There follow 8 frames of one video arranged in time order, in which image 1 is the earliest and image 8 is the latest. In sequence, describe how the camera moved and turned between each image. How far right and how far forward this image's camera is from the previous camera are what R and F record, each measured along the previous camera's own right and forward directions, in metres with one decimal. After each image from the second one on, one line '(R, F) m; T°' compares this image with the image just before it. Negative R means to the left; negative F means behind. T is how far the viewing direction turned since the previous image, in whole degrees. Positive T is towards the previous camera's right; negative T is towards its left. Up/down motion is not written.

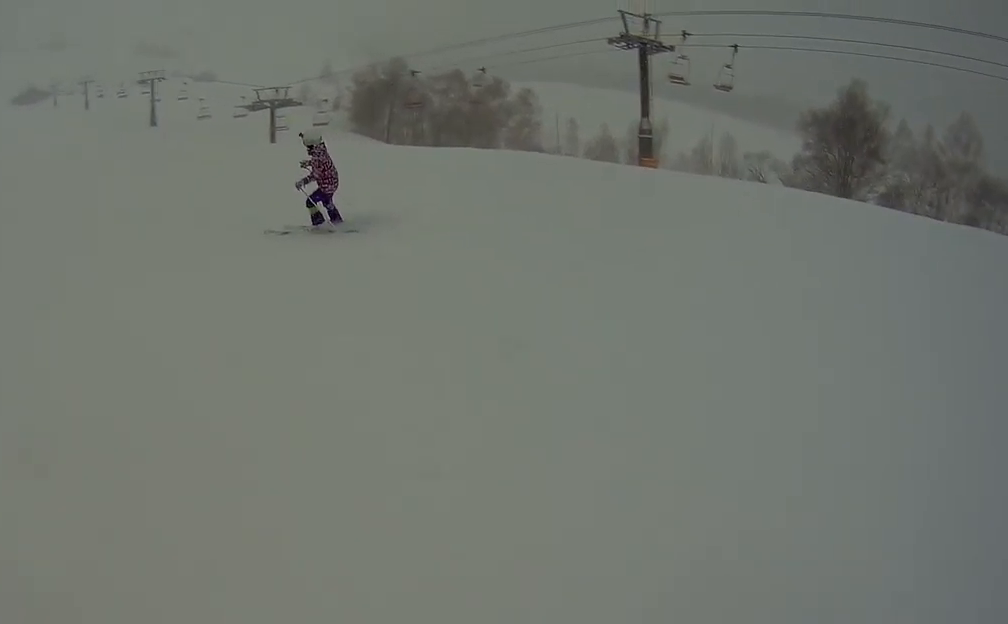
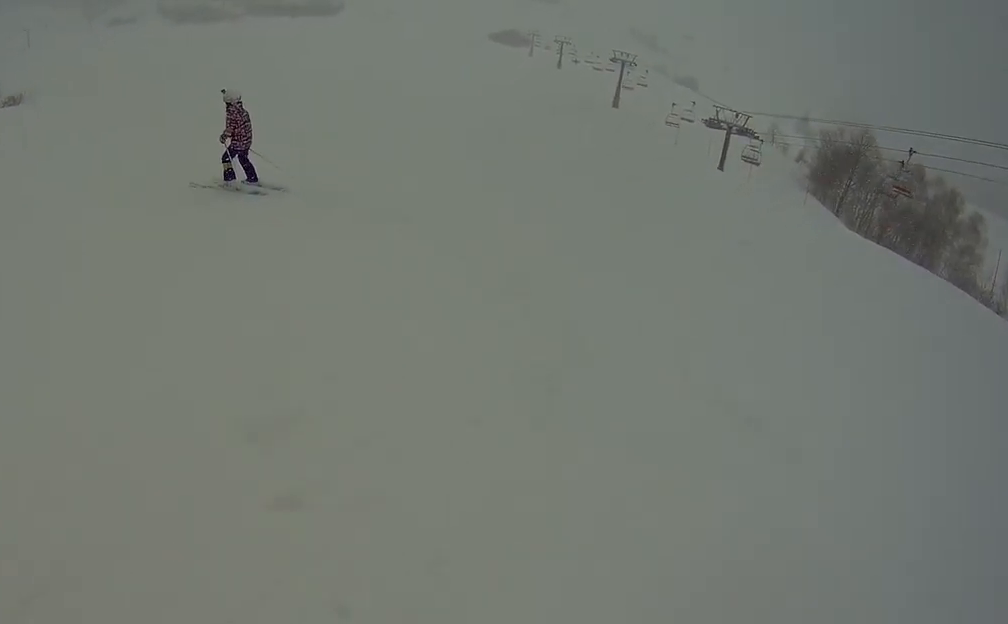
(-0.2, +7.8) m; -25°
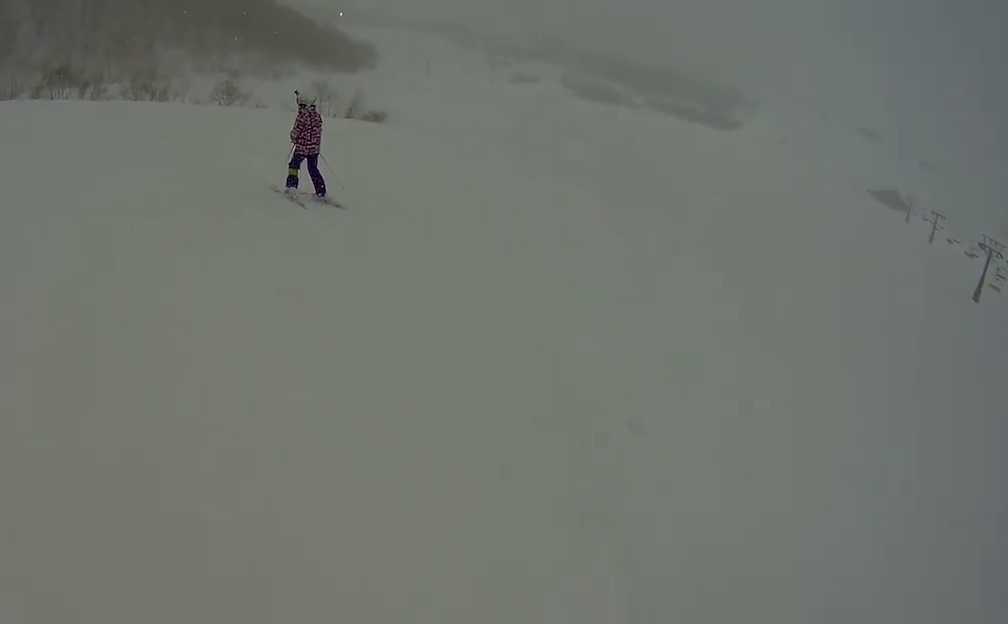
(-2.0, +4.6) m; -40°
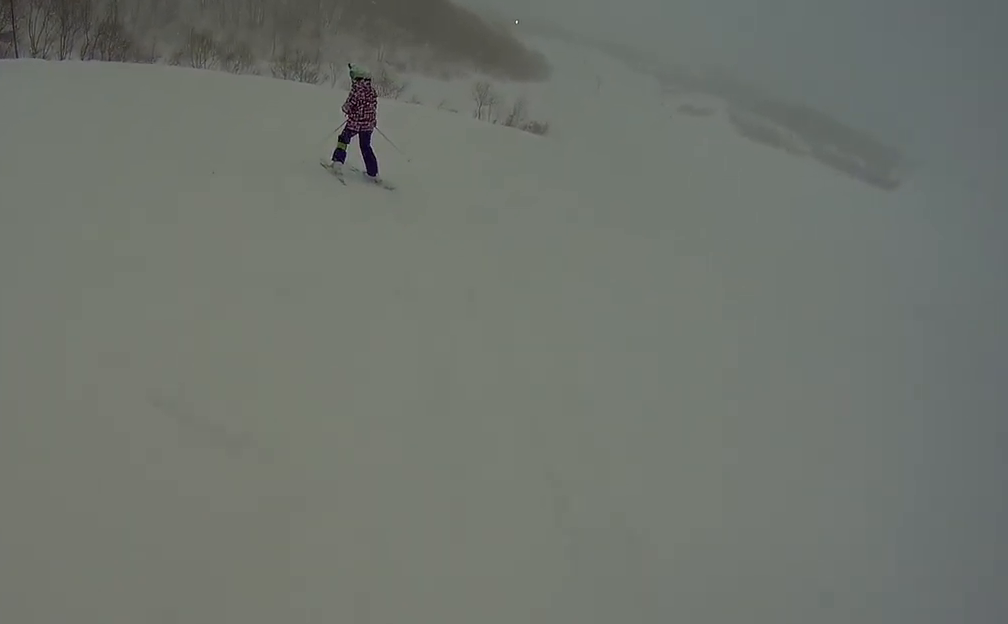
(-0.8, +3.3) m; -17°
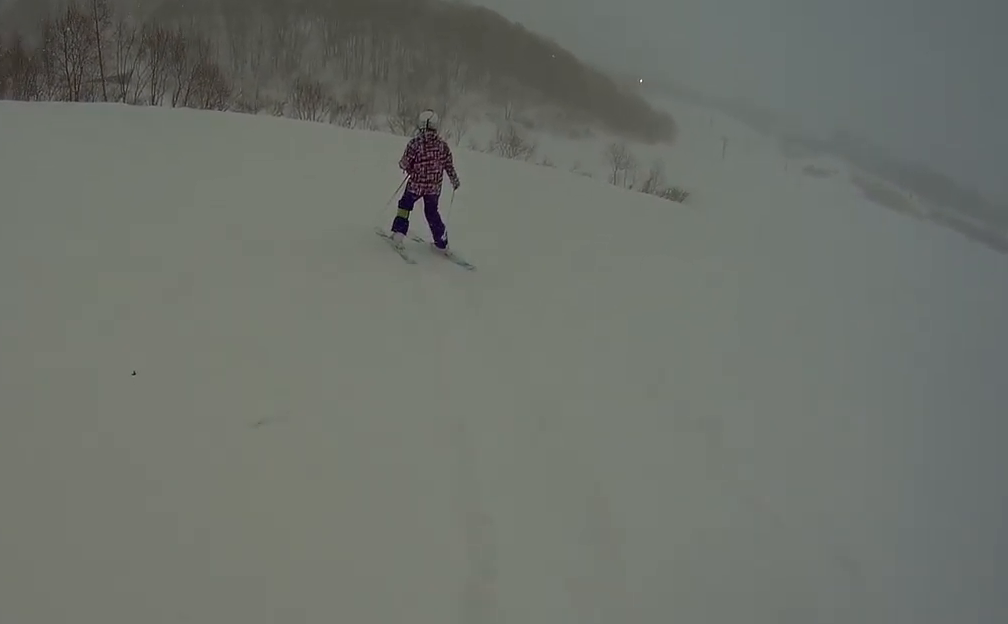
(-0.5, +5.5) m; -25°
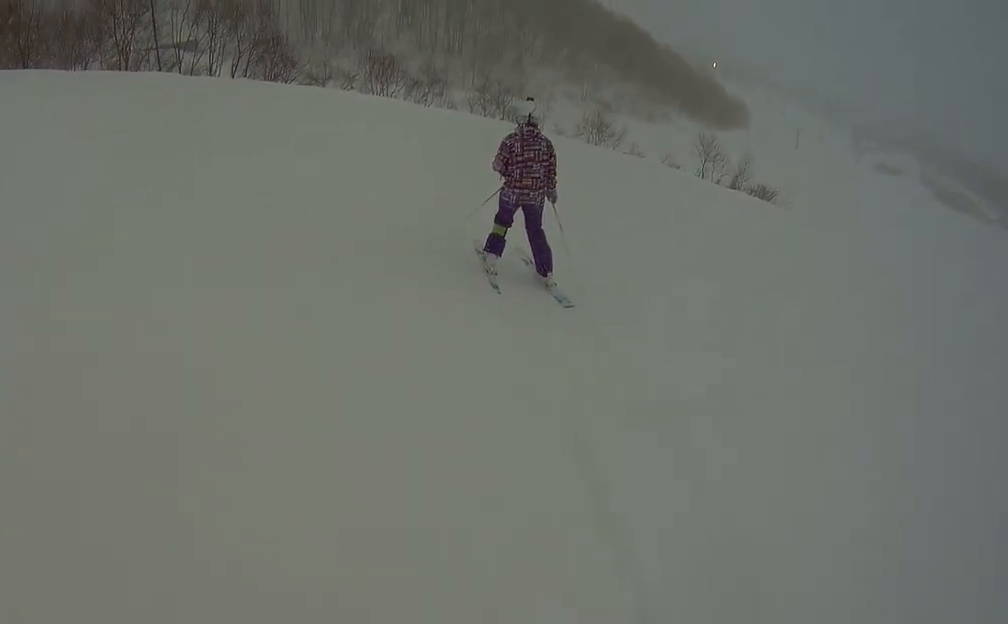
(-1.0, +3.5) m; -32°
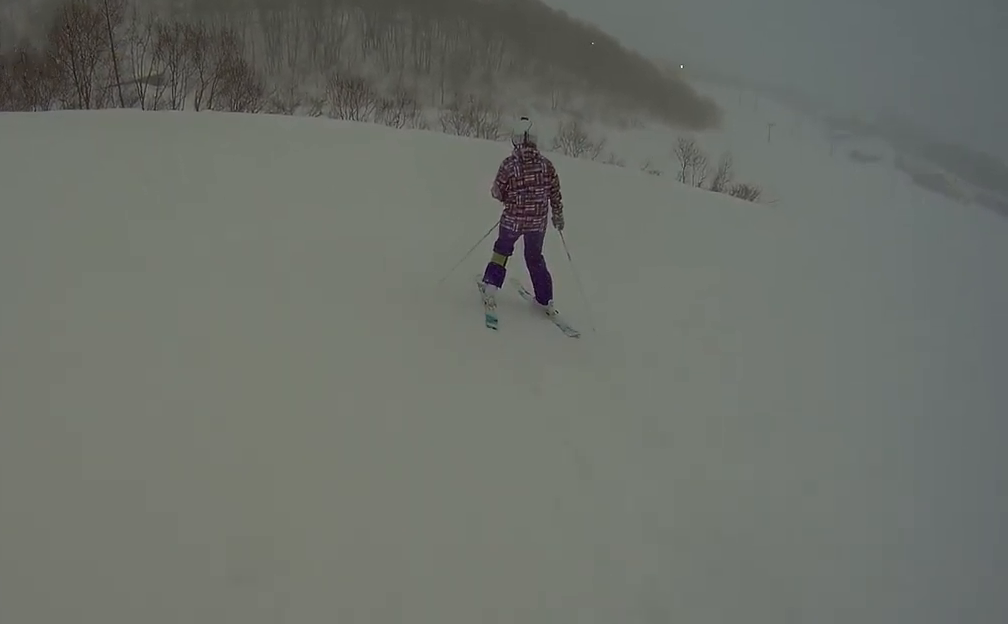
(-0.6, +1.4) m; -4°
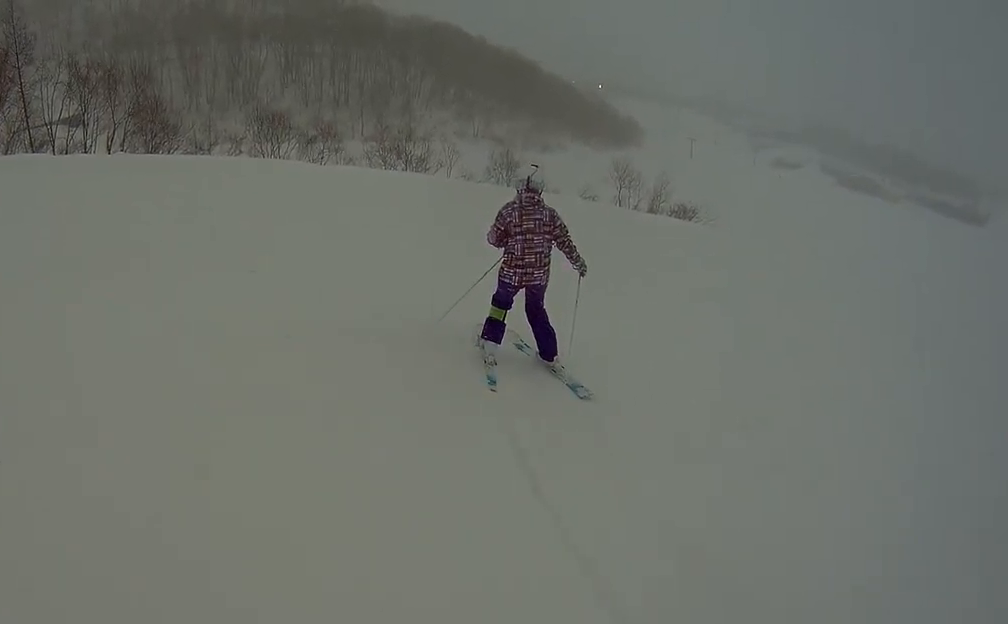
(-0.2, +2.7) m; -1°
